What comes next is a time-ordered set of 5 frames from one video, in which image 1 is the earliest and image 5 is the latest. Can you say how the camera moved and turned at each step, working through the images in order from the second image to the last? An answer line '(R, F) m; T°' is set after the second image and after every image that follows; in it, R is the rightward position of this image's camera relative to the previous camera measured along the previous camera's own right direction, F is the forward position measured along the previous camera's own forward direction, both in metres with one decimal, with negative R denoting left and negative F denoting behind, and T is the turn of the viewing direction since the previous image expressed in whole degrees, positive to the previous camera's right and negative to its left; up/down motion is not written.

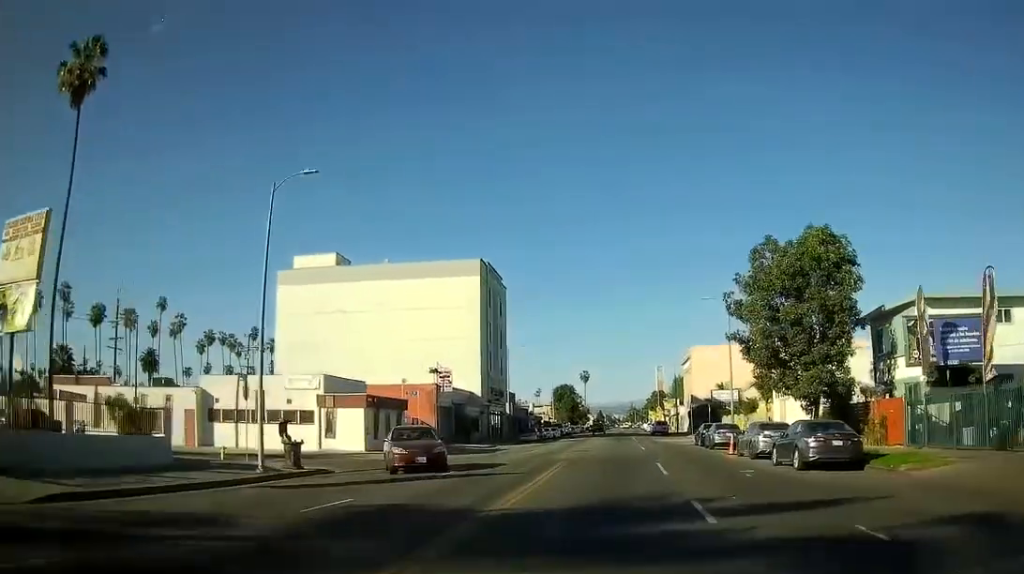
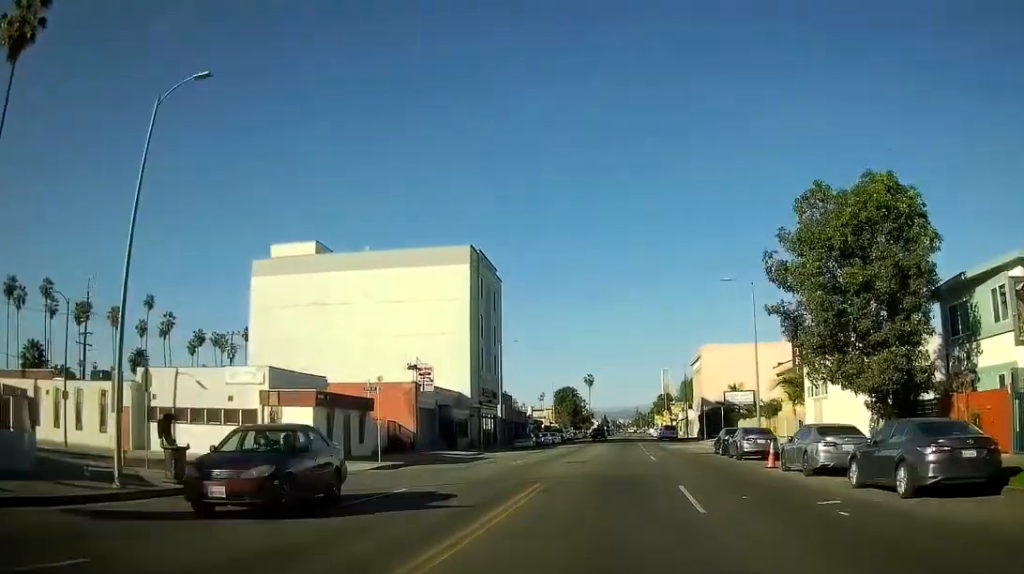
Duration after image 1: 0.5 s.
(0.0, +8.4) m; 0°
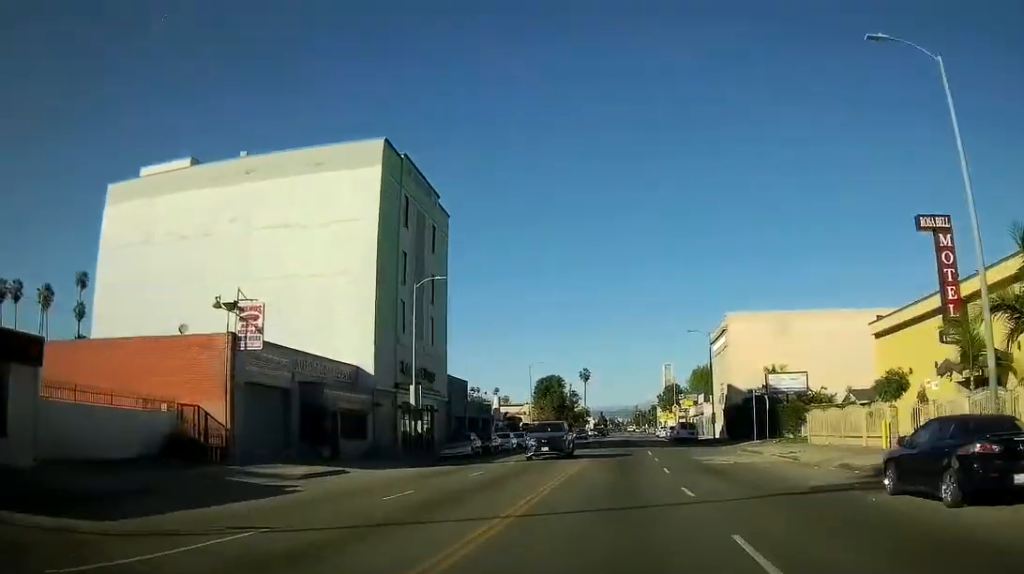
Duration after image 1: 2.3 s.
(0.0, +27.3) m; 0°
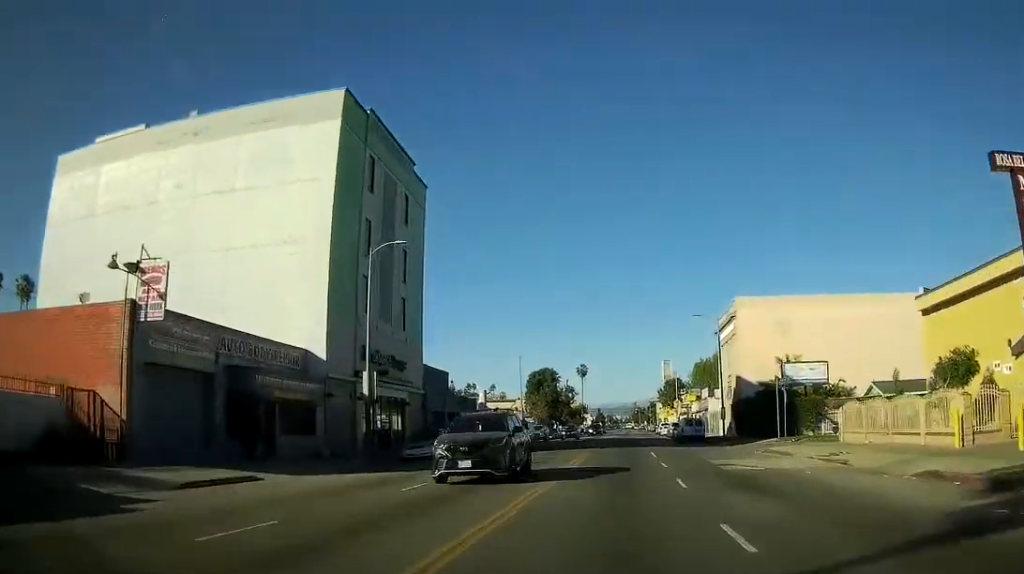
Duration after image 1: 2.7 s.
(0.0, +6.9) m; 0°
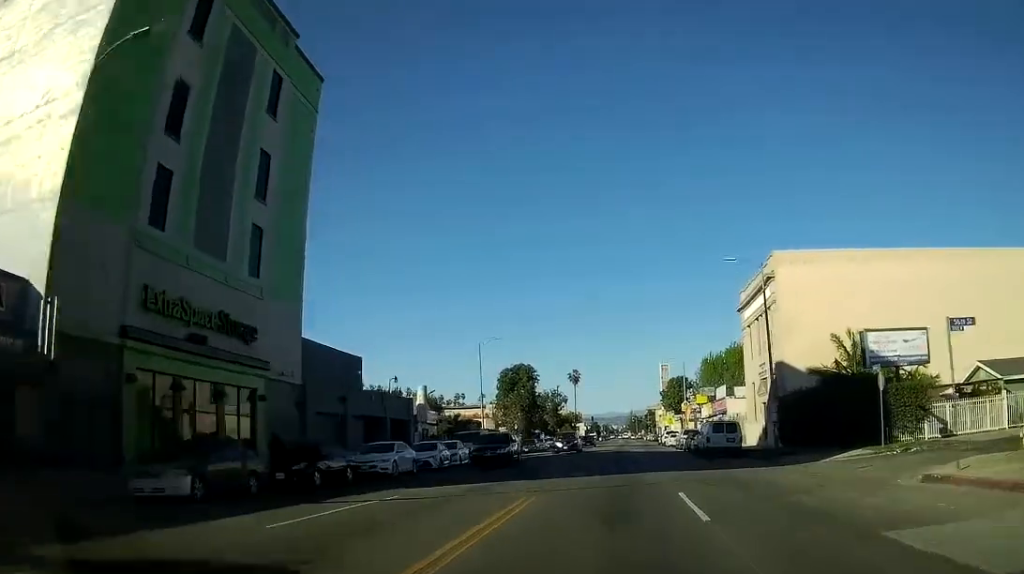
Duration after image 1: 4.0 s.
(0.0, +21.0) m; 0°
